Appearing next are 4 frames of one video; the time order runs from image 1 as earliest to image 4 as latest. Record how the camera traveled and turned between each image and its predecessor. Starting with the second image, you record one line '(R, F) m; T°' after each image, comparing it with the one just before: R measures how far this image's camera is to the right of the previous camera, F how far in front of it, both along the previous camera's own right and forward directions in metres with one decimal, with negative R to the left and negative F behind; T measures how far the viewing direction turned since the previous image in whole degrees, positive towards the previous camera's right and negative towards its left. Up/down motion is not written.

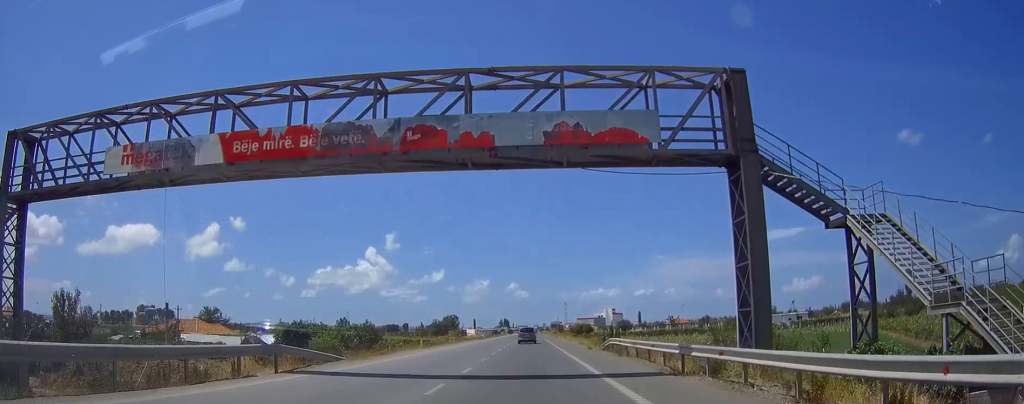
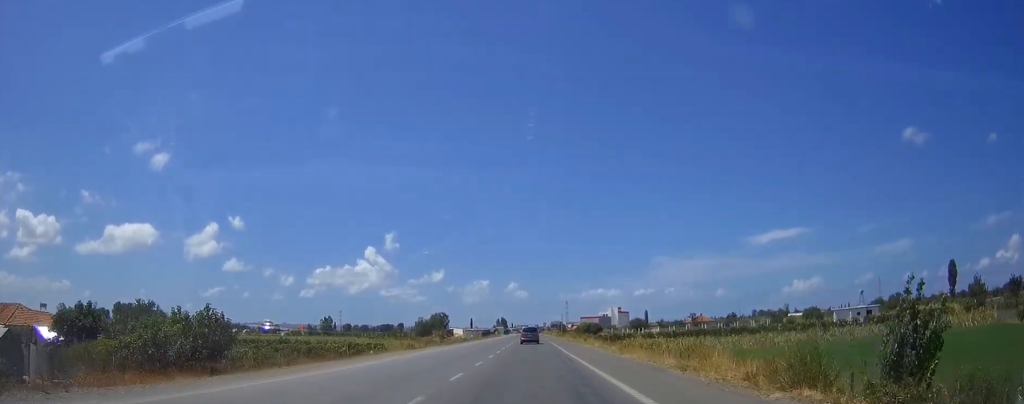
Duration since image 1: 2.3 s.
(+0.1, +40.5) m; 0°
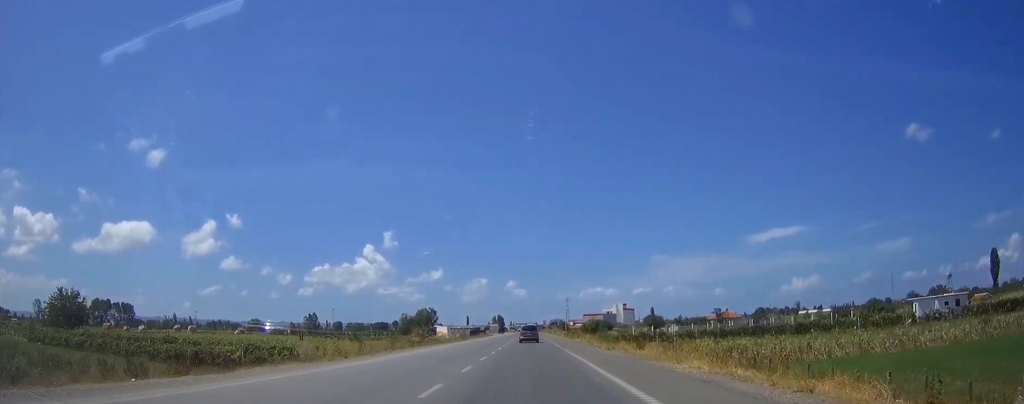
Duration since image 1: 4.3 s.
(-0.1, +35.3) m; 0°
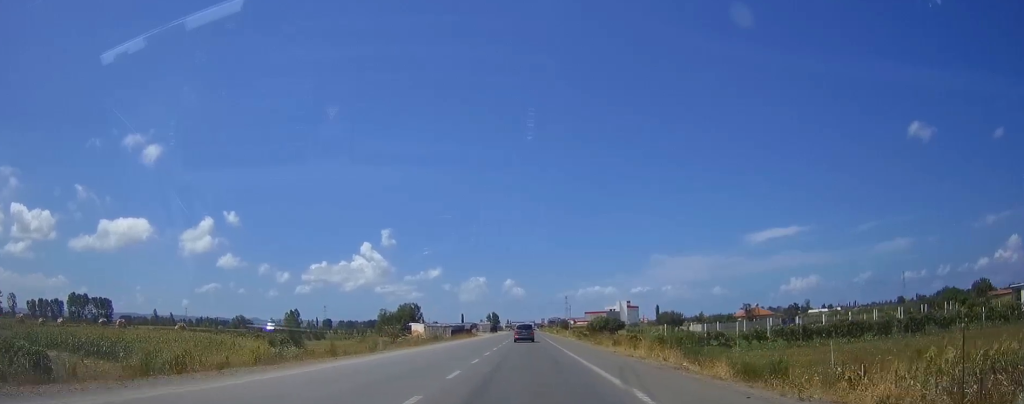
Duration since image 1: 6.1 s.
(+0.1, +31.7) m; 0°
